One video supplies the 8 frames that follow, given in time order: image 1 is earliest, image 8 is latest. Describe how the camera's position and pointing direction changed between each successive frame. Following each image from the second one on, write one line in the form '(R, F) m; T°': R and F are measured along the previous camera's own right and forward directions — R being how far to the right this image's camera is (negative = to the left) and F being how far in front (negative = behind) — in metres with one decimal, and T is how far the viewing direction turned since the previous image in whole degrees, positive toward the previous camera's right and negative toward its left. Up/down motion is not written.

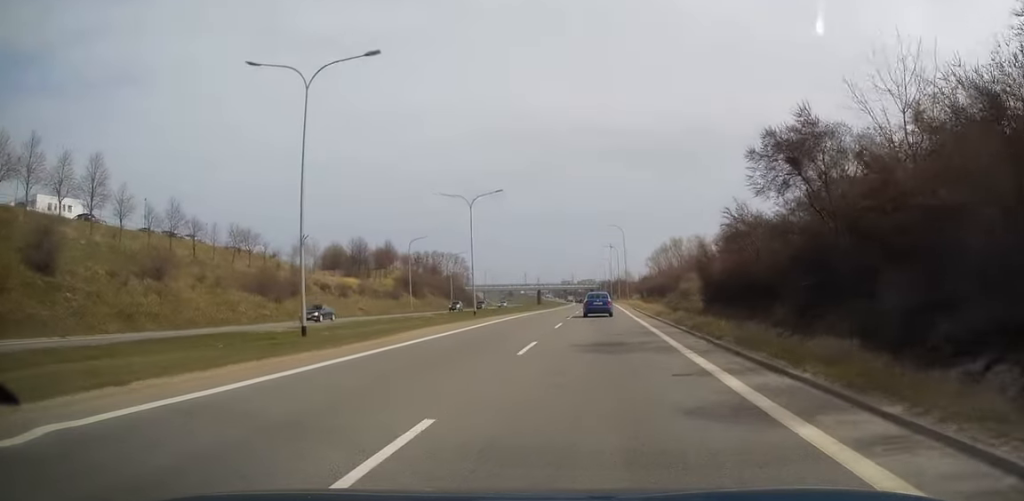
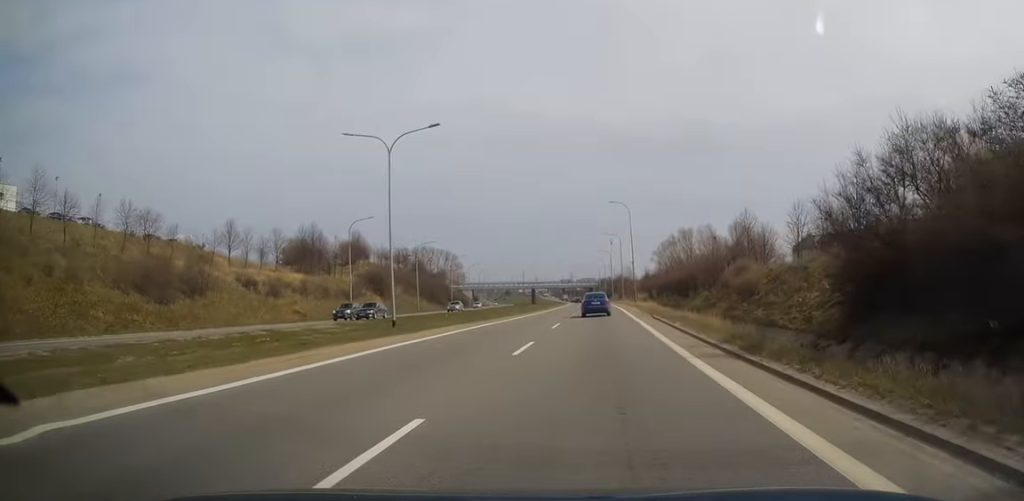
(+0.2, +23.7) m; 0°
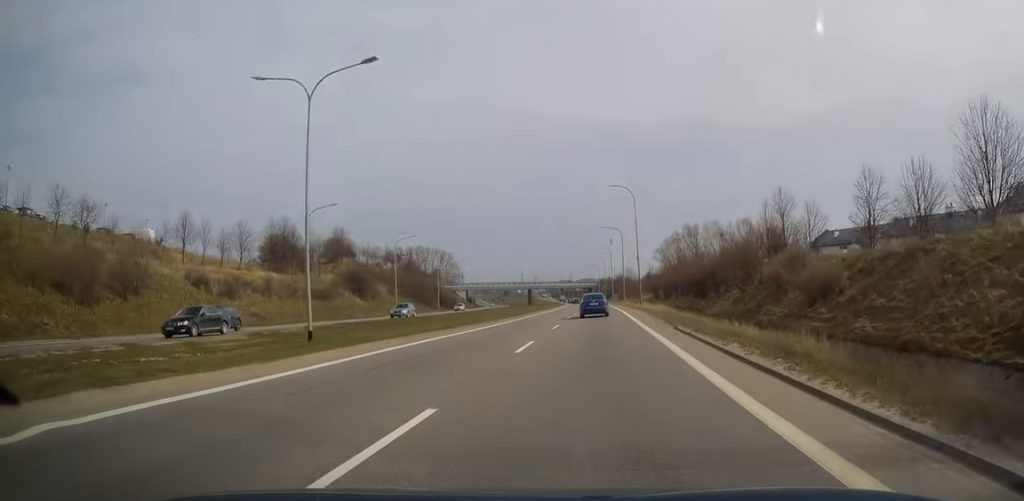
(-0.2, +11.1) m; 0°
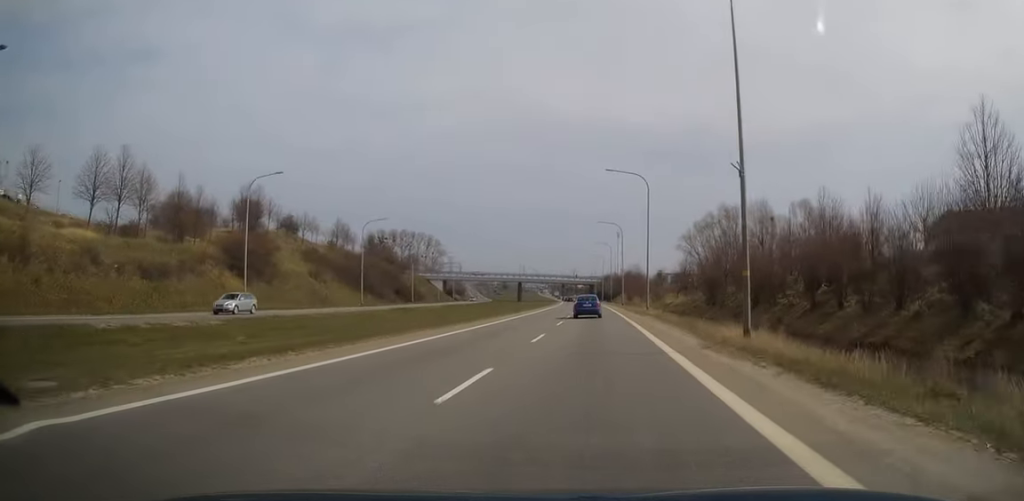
(+0.1, +42.8) m; -1°
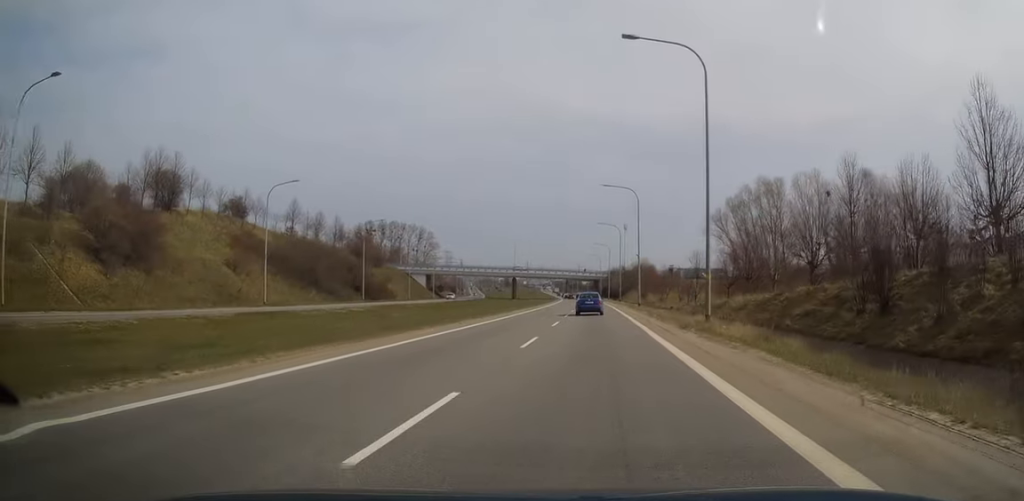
(-0.2, +27.0) m; 0°
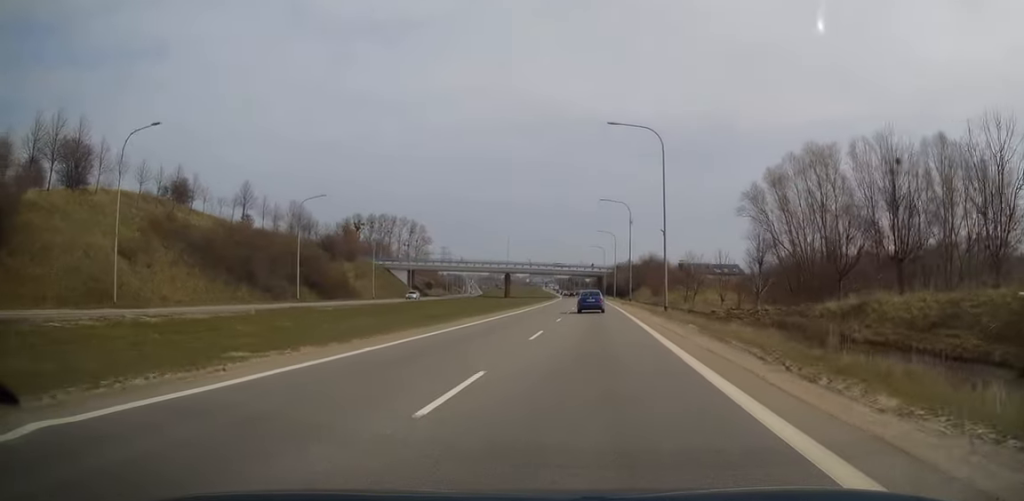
(0.0, +21.4) m; 0°
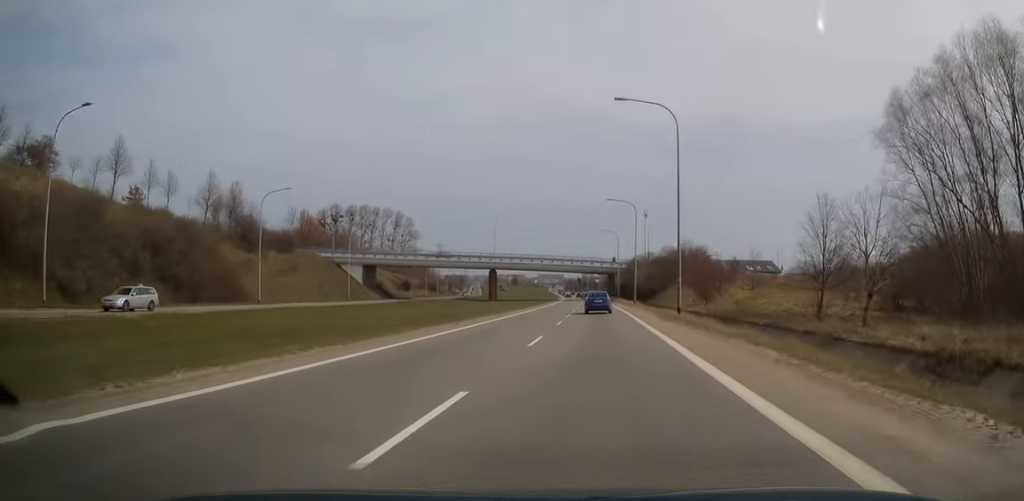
(-0.2, +37.9) m; -1°
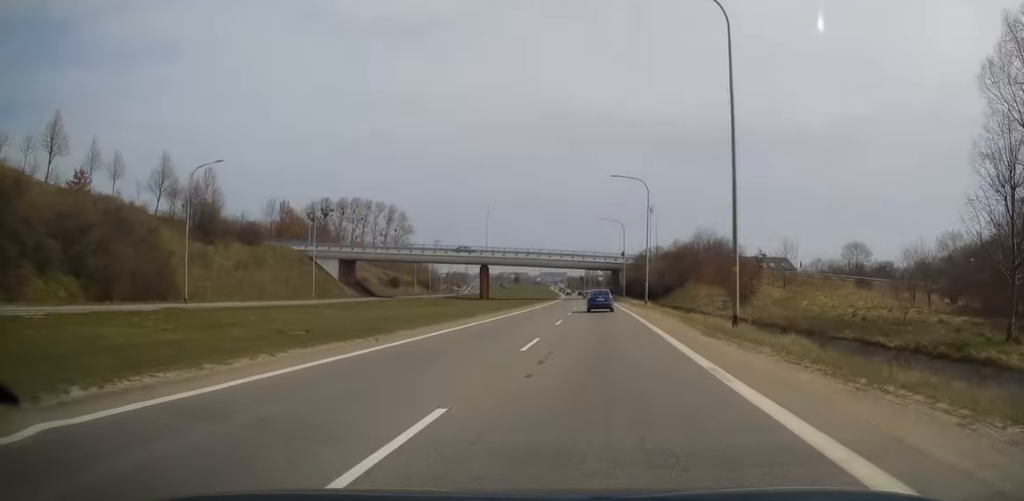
(-0.3, +13.3) m; 0°
